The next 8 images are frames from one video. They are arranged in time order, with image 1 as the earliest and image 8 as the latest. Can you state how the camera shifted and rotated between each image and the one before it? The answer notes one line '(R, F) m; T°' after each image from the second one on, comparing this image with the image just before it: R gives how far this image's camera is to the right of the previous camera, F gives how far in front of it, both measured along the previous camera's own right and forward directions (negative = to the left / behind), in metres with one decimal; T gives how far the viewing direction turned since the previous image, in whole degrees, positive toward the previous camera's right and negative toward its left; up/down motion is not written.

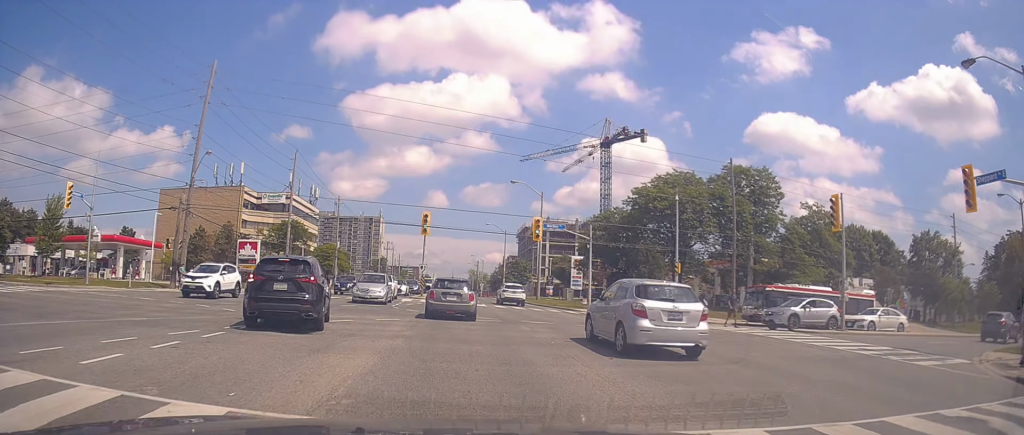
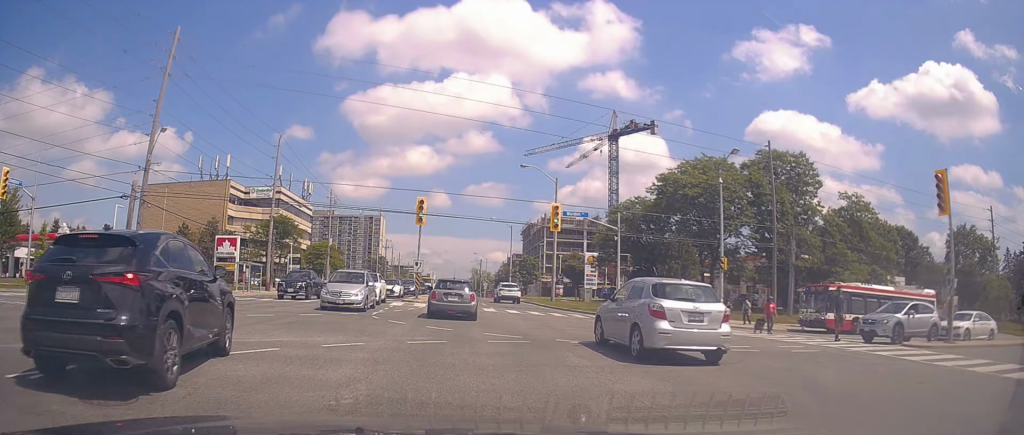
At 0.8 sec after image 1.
(-0.1, +6.0) m; +2°
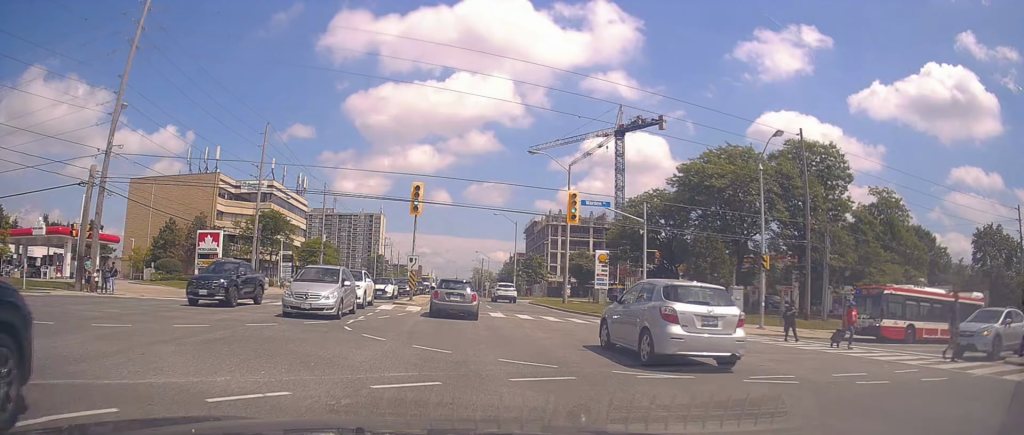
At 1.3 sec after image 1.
(0.0, +4.2) m; +2°
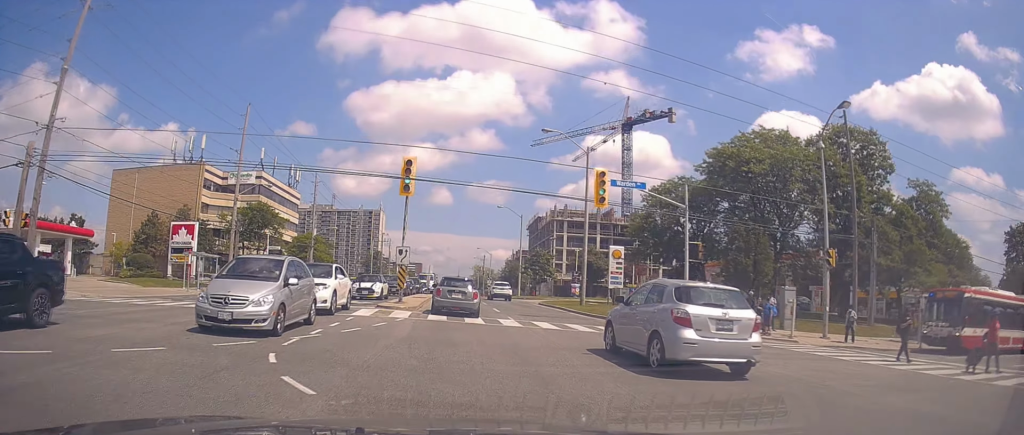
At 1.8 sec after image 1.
(+0.3, +5.2) m; +1°
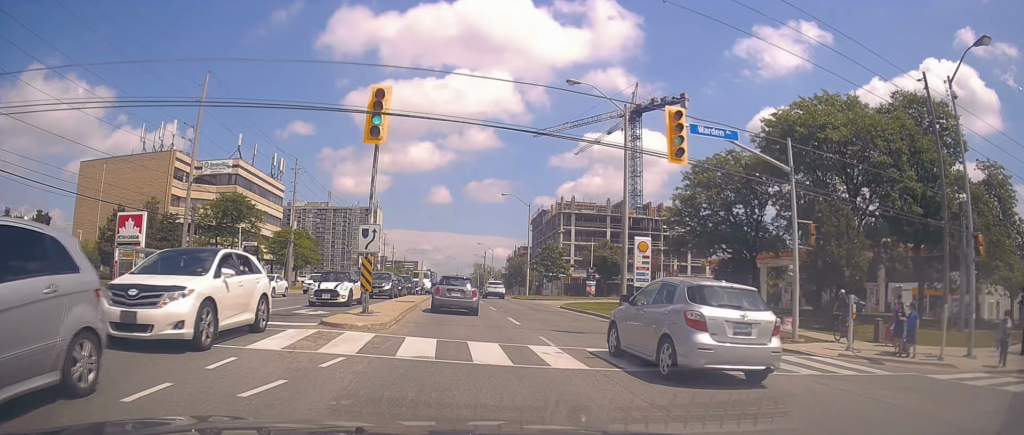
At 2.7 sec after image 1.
(0.0, +8.1) m; -2°
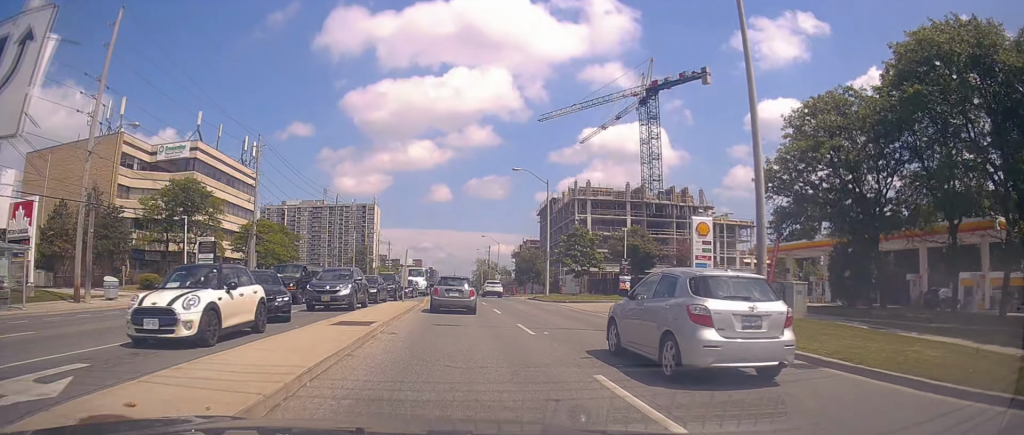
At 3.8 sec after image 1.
(-0.5, +12.0) m; -2°
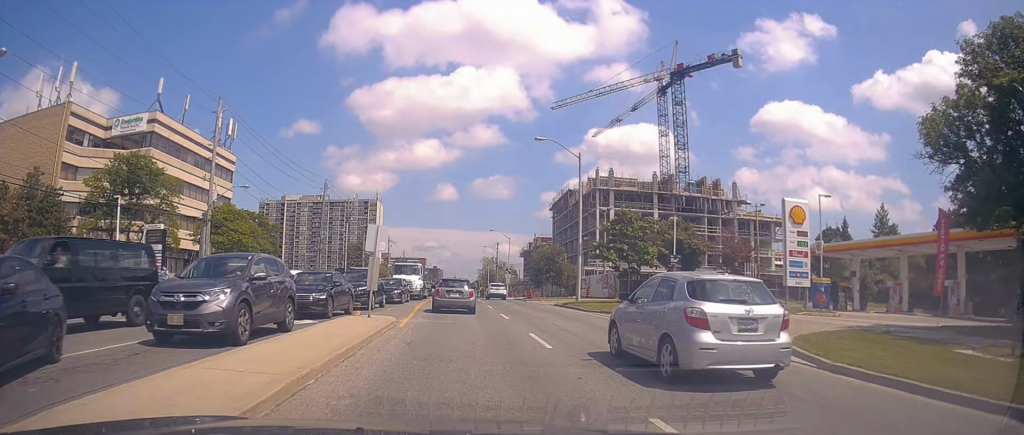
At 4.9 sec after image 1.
(+0.2, +11.2) m; +2°
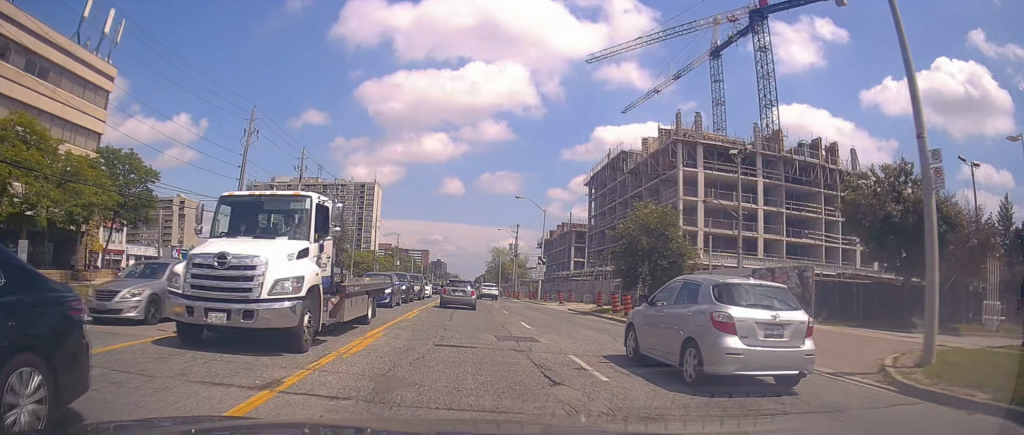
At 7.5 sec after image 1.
(+0.4, +30.2) m; -1°
